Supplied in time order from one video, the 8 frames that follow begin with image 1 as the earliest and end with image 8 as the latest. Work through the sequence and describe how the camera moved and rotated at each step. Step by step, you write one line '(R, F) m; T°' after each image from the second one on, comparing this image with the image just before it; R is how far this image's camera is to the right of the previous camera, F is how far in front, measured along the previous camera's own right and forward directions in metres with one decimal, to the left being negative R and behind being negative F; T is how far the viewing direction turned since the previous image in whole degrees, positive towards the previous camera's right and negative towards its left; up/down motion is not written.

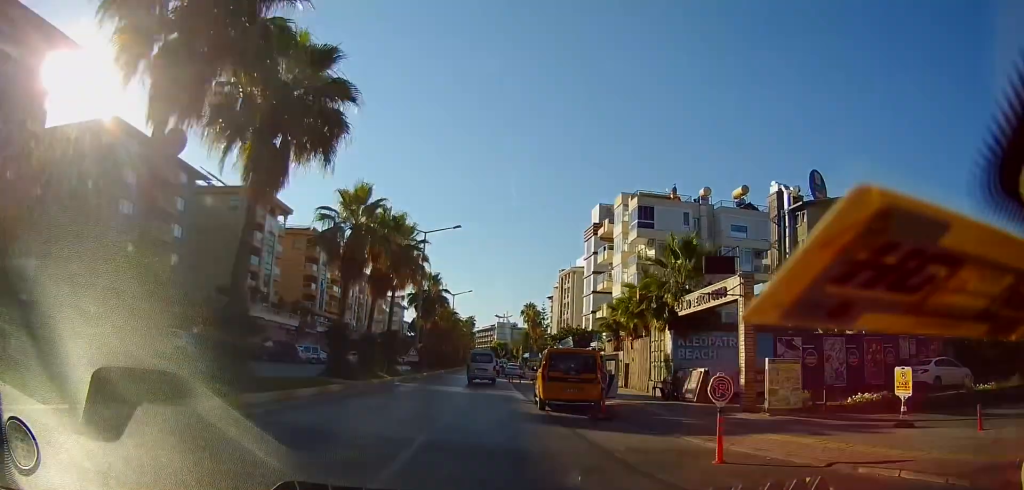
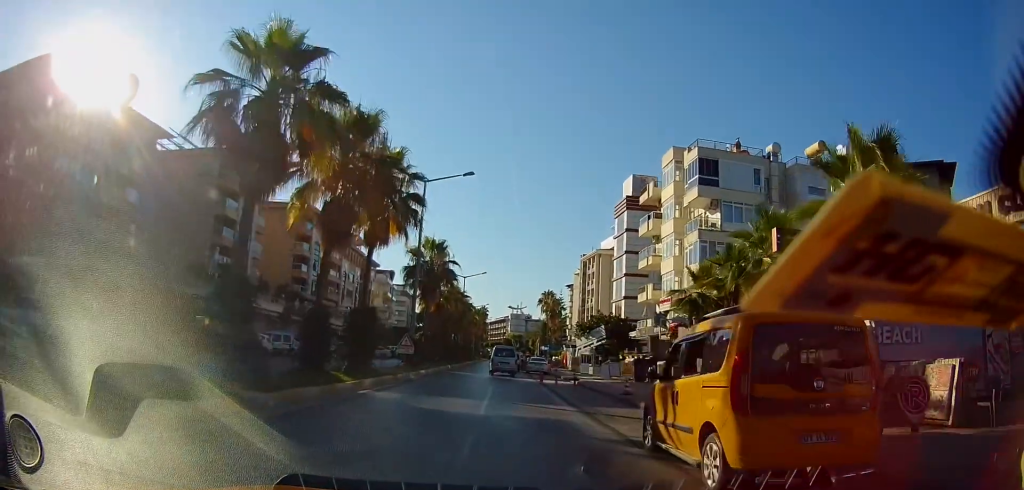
(0.0, +11.1) m; 0°
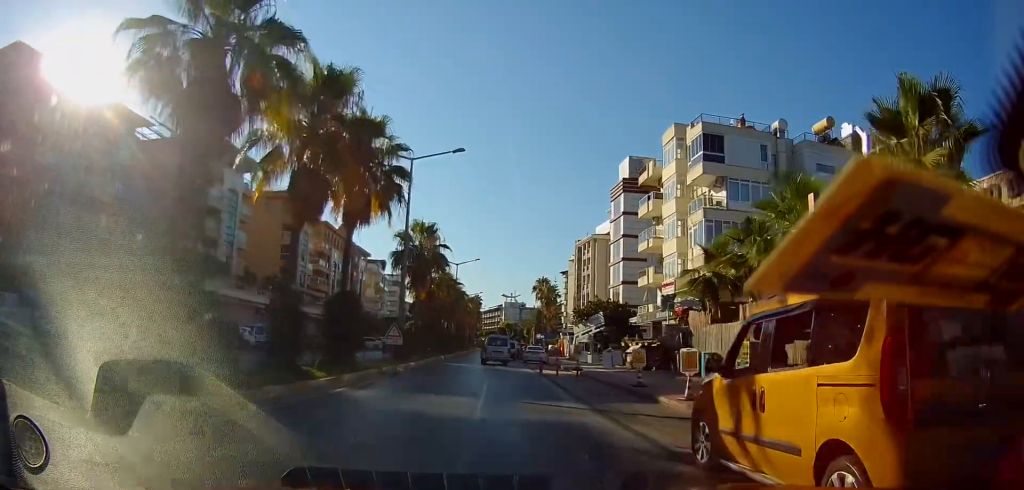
(0.0, +2.1) m; 0°
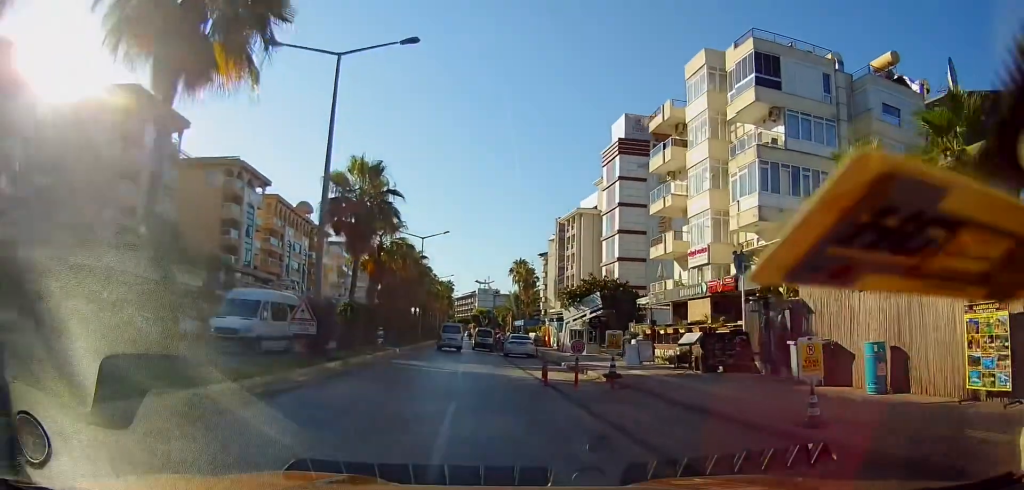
(-0.1, +10.0) m; -1°
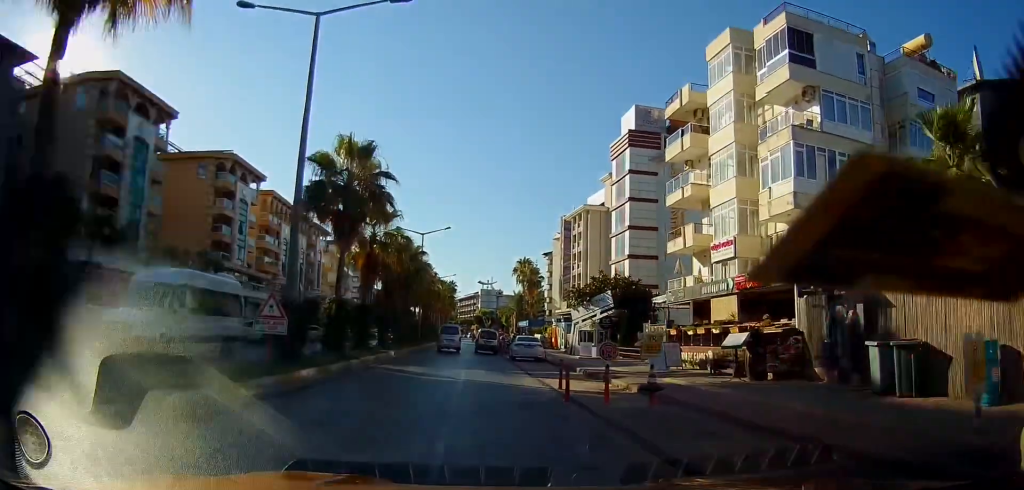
(-0.1, +2.8) m; 0°
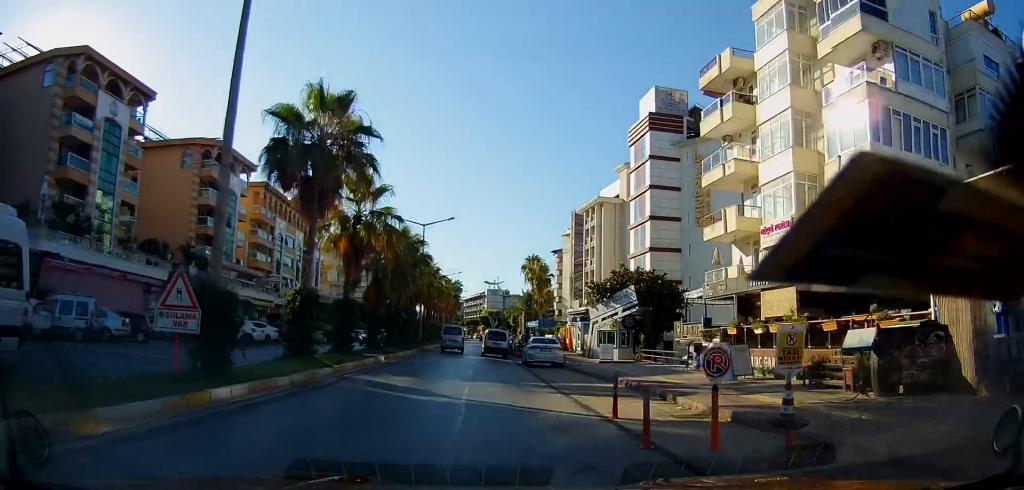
(+0.1, +4.9) m; +1°
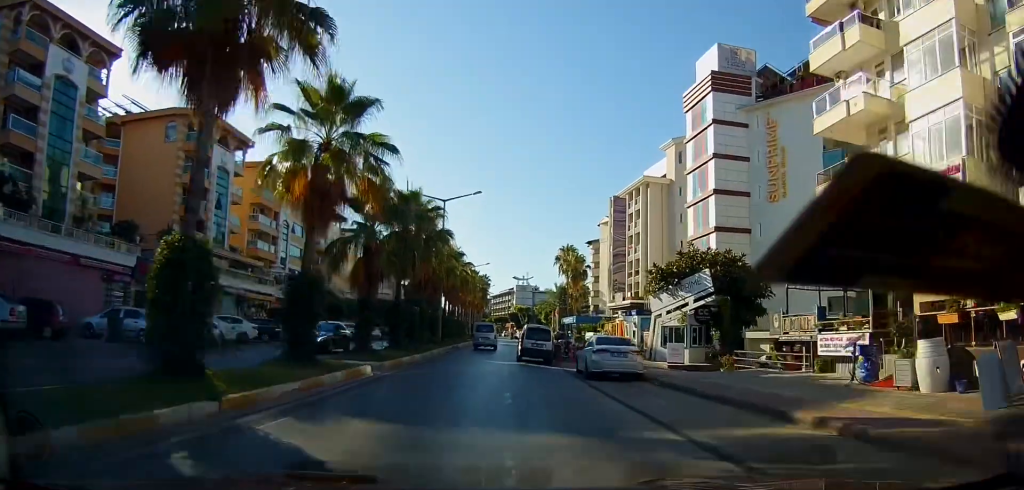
(+0.1, +8.3) m; -2°
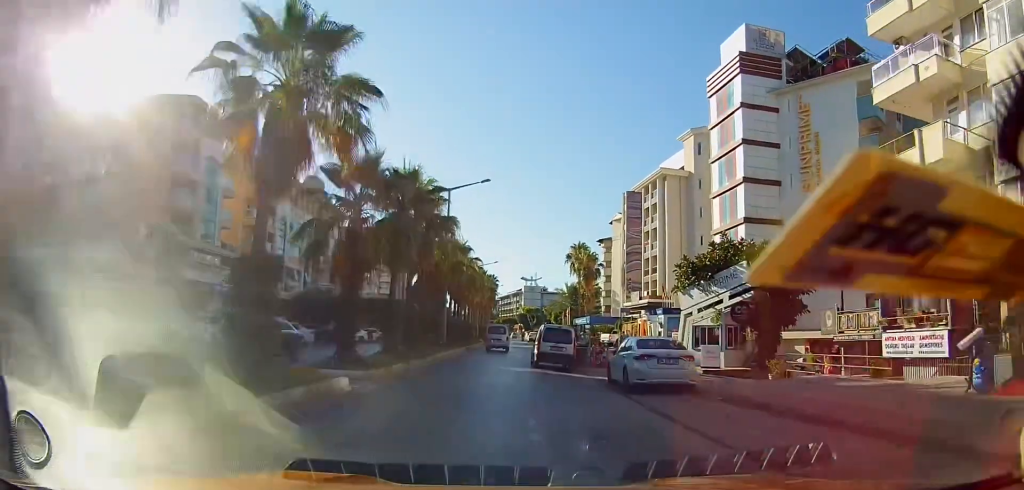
(0.0, +3.5) m; -1°
